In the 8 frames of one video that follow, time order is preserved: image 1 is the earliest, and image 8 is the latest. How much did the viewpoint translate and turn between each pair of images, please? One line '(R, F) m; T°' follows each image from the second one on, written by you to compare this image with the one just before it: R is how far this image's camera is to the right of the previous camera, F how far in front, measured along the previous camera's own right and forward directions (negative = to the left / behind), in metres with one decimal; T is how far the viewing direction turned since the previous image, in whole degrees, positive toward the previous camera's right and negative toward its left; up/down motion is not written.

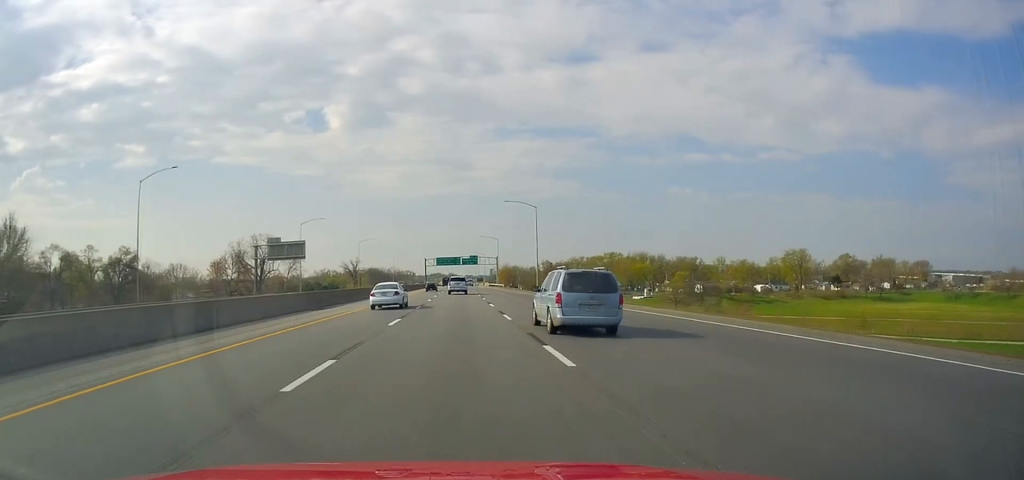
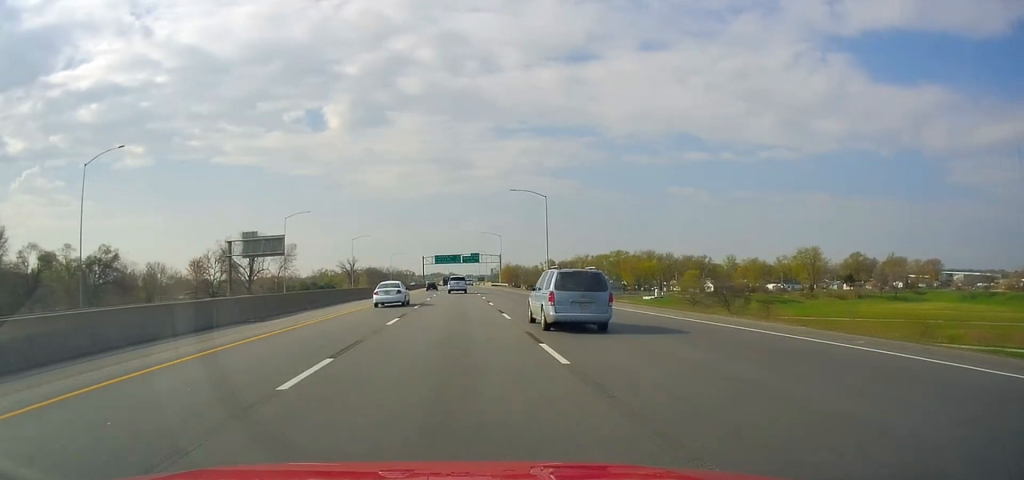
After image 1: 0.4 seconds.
(+0.3, +11.6) m; 0°
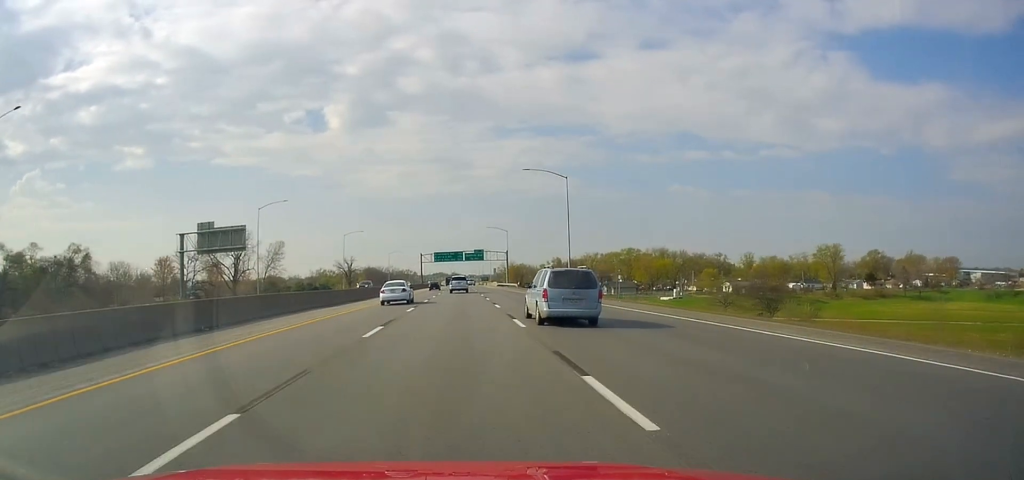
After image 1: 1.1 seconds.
(0.0, +16.9) m; 0°
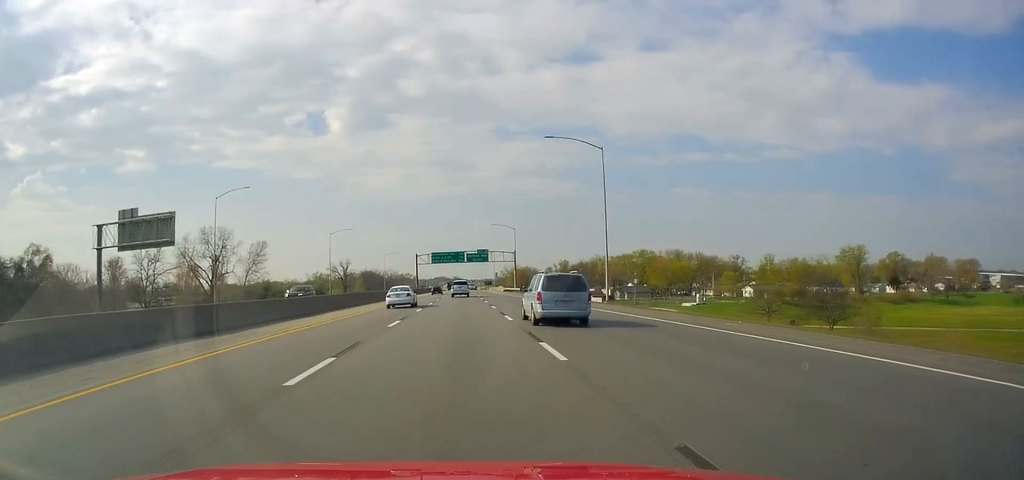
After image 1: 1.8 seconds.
(-0.2, +19.0) m; -1°
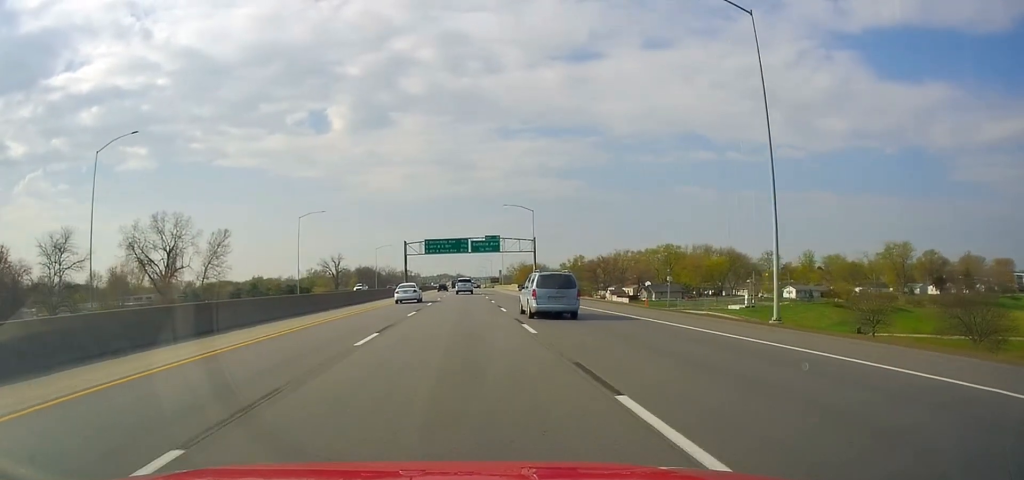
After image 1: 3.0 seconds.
(0.0, +30.9) m; 0°
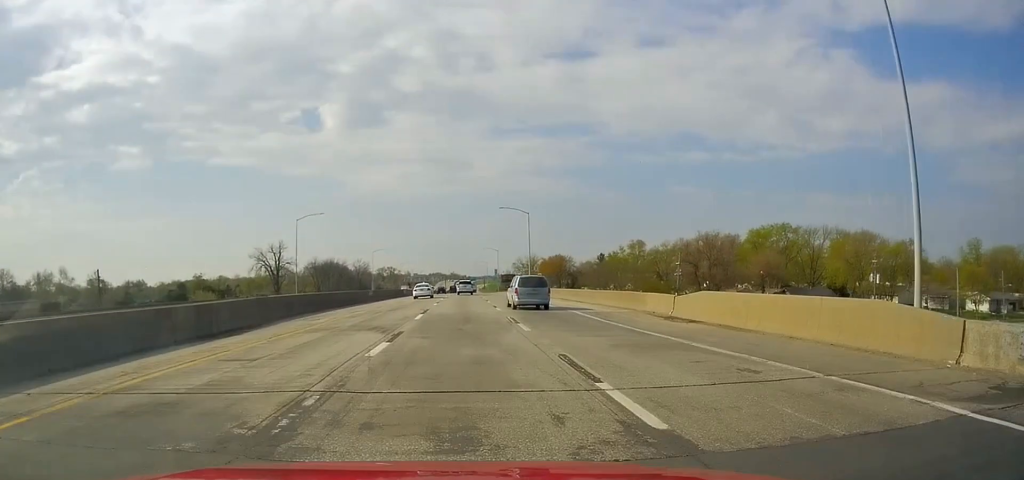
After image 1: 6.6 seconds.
(-1.9, +96.8) m; -1°
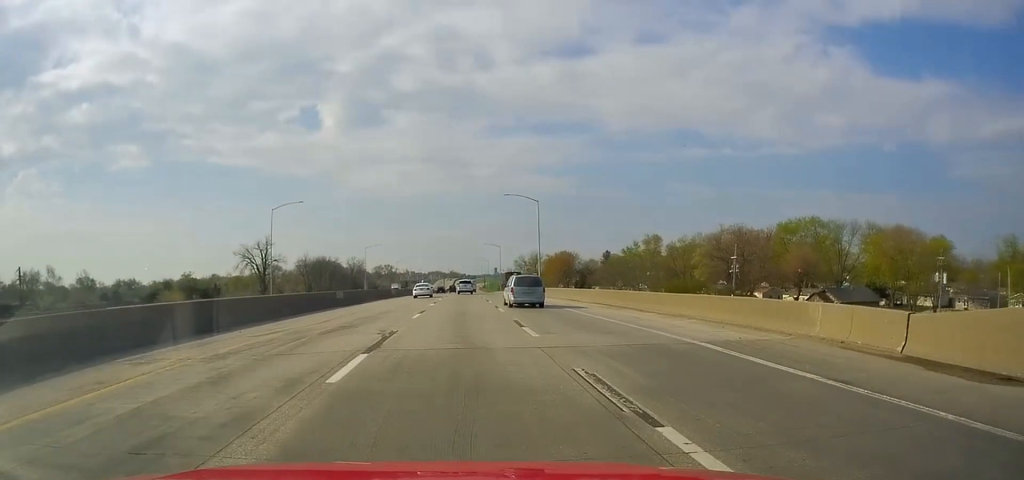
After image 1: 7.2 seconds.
(+0.2, +14.7) m; +1°
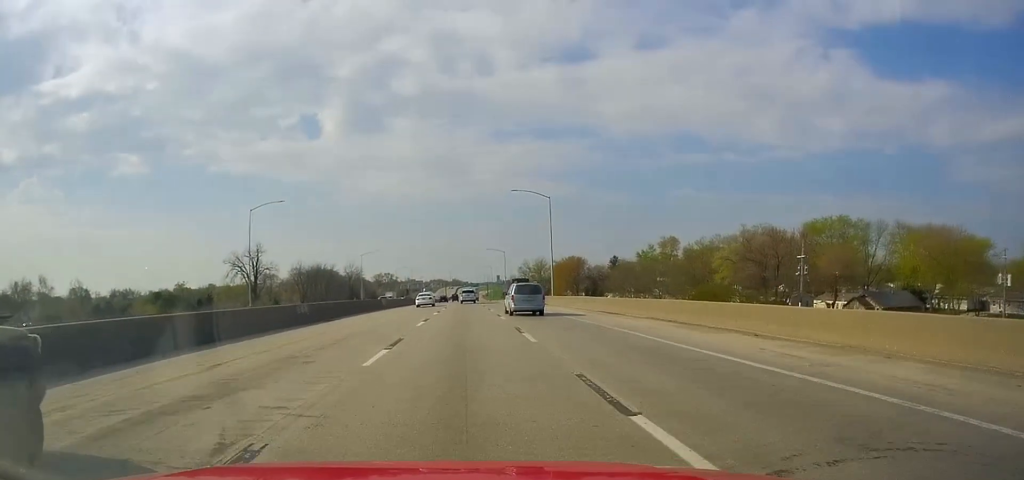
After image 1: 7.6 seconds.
(0.0, +11.6) m; +1°
